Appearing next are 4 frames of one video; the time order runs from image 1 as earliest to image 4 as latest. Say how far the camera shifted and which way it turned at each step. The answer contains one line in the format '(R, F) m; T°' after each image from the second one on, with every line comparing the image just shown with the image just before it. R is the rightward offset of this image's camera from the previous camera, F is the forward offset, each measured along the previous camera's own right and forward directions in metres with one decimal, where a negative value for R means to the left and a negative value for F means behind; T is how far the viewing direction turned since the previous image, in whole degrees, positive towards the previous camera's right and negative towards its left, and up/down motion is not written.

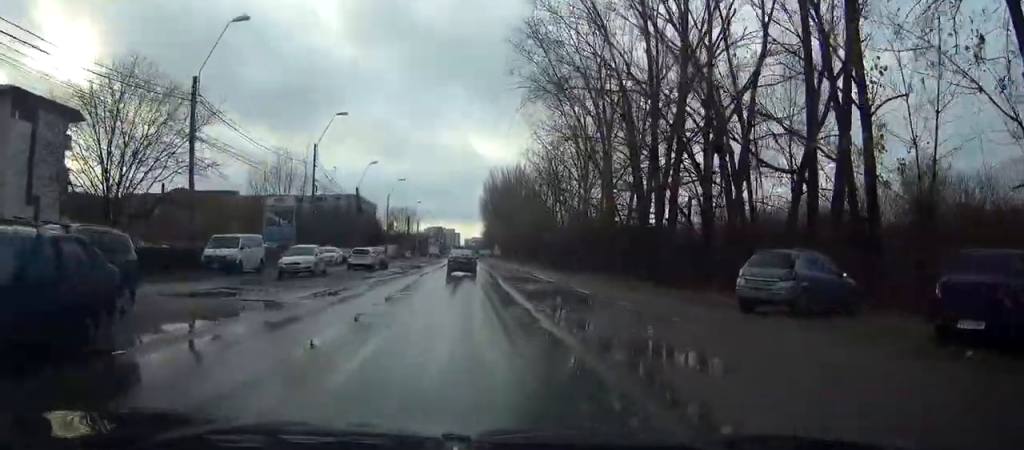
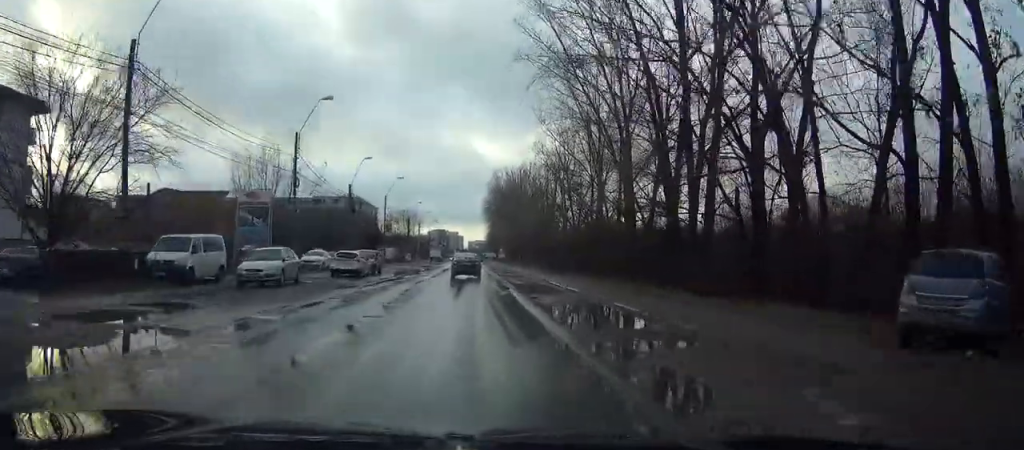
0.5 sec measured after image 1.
(0.0, +6.7) m; 0°
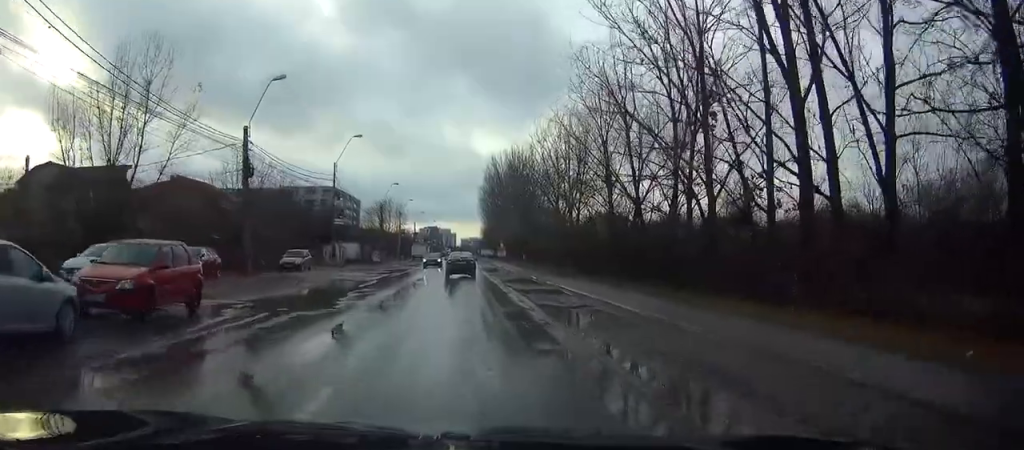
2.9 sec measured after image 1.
(0.0, +32.1) m; 0°
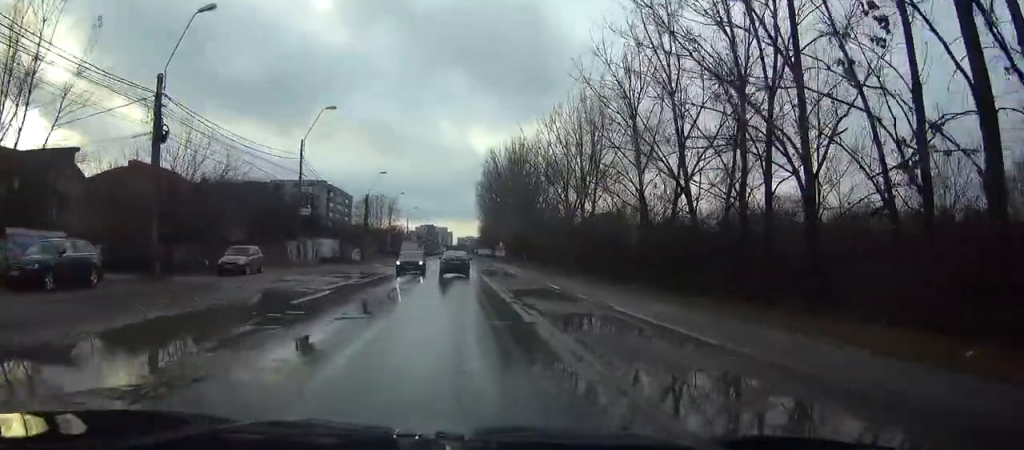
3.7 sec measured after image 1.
(-0.1, +11.4) m; 0°
